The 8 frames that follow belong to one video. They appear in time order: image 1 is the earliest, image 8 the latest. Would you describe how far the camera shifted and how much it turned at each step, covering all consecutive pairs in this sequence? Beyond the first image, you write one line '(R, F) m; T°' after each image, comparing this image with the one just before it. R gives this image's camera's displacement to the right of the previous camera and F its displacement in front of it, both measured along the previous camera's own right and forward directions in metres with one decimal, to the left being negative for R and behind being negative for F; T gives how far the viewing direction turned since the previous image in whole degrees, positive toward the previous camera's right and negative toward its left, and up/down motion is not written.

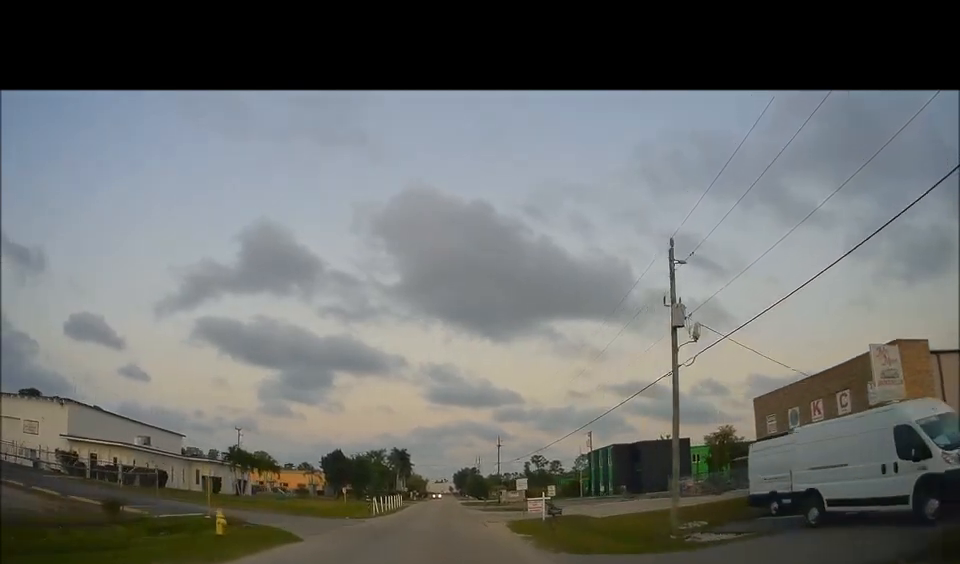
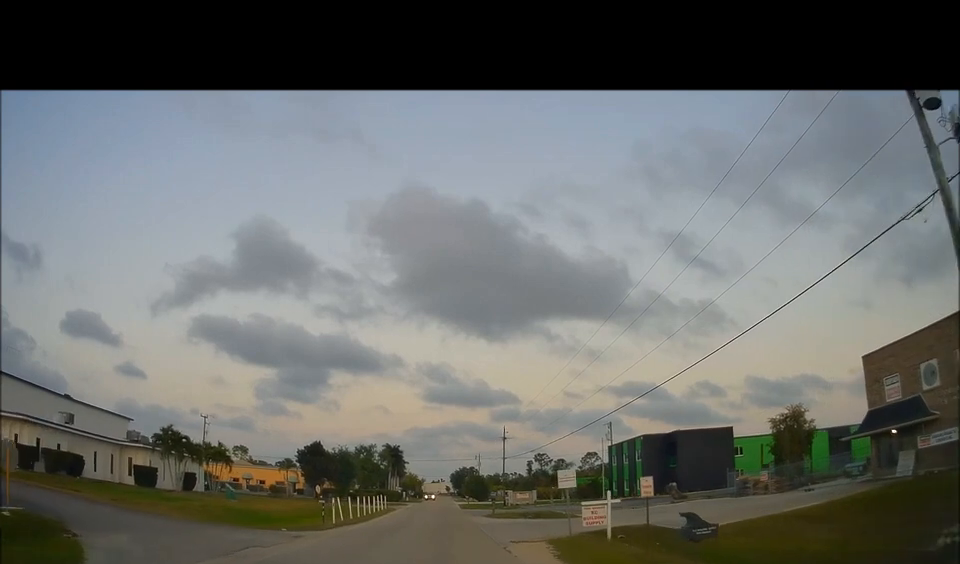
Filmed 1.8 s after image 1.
(0.0, +13.1) m; 0°
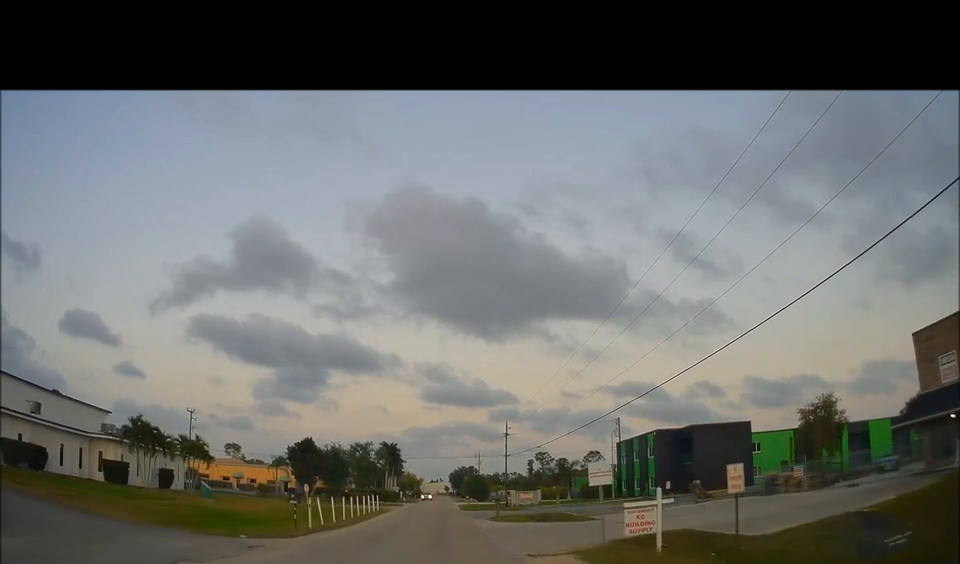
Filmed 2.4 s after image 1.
(0.0, +4.5) m; 0°
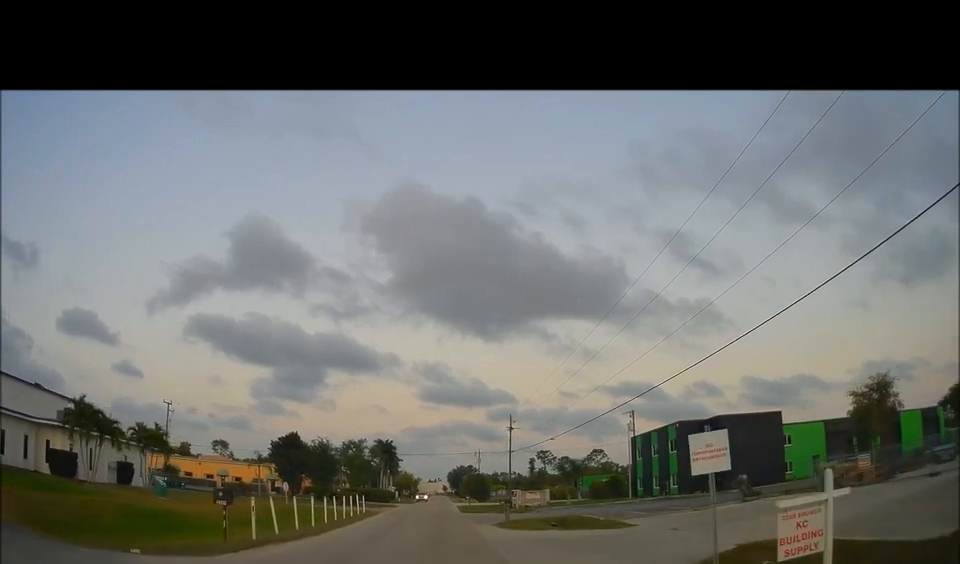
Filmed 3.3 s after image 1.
(0.0, +6.7) m; 0°
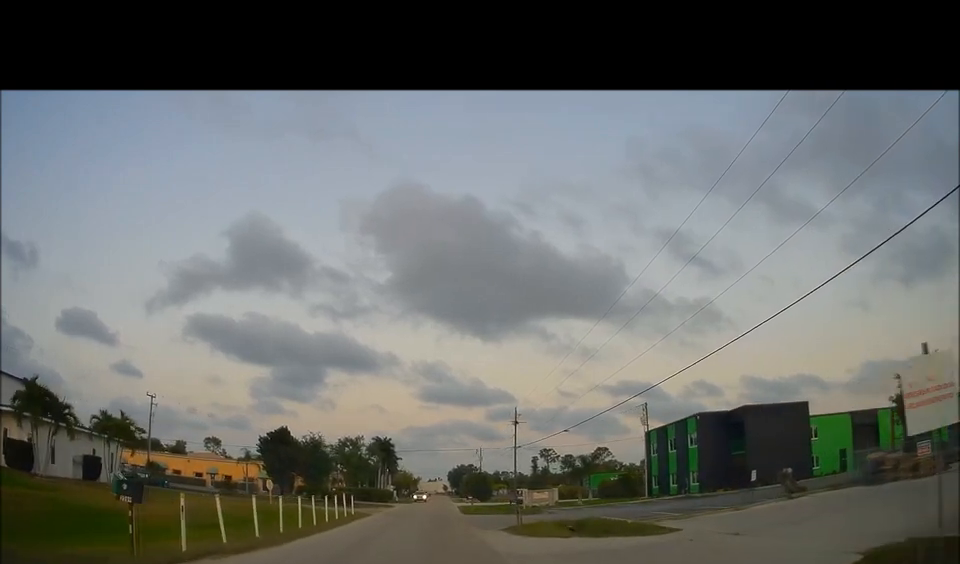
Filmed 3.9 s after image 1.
(0.0, +4.6) m; 0°
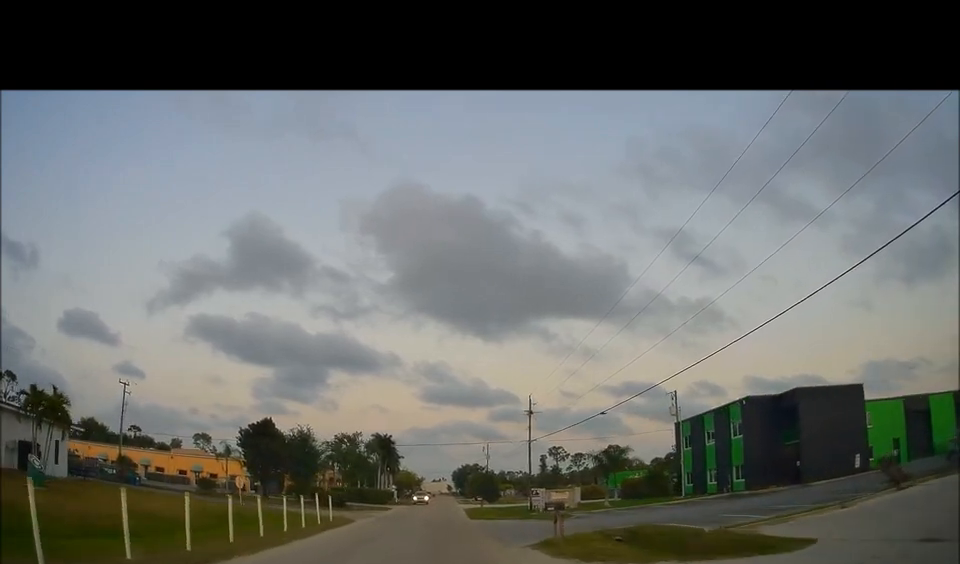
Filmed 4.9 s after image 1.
(0.0, +7.4) m; 0°
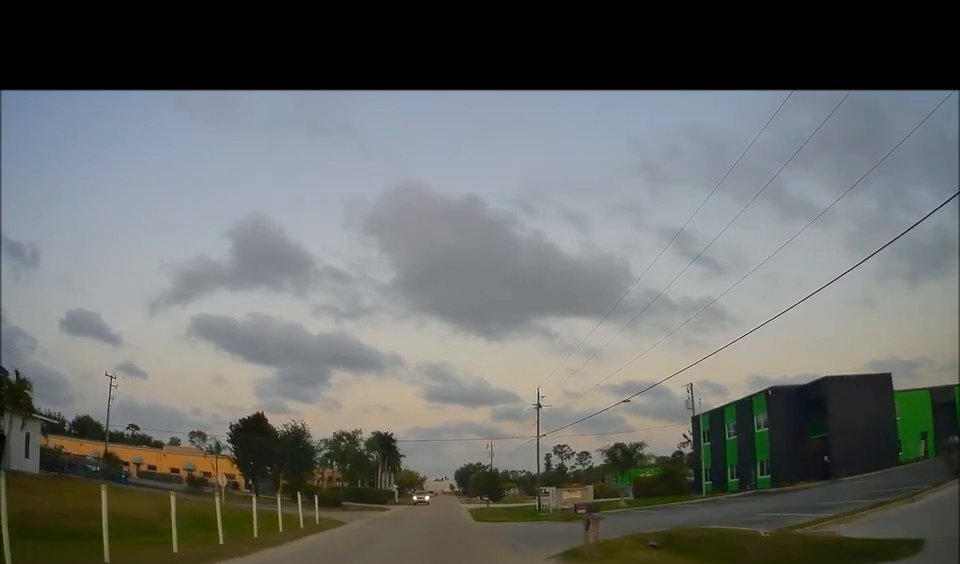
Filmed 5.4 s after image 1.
(0.0, +3.3) m; 0°
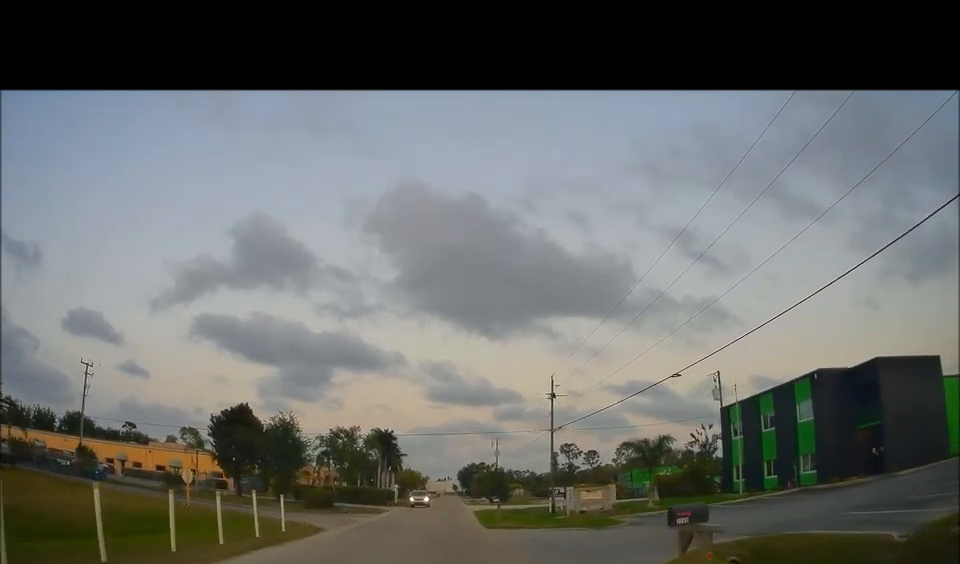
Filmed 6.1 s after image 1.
(0.0, +5.2) m; 0°
